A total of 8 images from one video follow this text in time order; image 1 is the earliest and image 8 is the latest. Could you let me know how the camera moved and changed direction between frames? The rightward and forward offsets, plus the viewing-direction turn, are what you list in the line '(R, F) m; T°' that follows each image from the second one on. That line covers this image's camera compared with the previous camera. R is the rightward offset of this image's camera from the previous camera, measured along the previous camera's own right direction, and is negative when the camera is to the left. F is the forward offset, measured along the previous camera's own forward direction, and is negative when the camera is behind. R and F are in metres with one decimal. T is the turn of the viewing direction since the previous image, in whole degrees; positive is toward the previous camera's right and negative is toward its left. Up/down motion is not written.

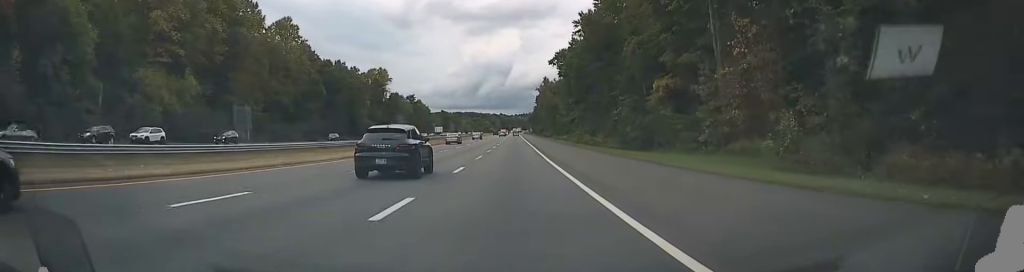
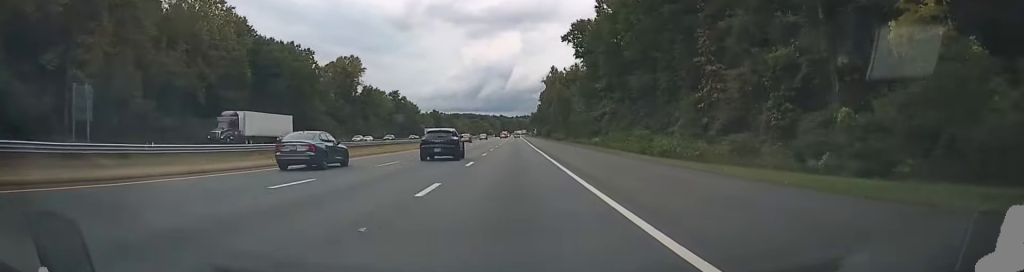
(-0.3, +48.7) m; 0°
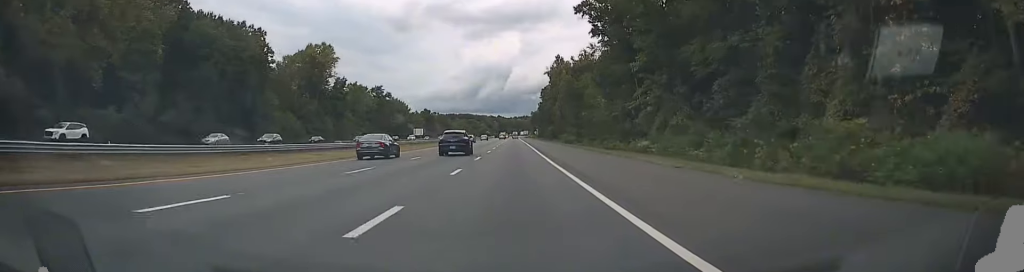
(+0.3, +29.8) m; 0°
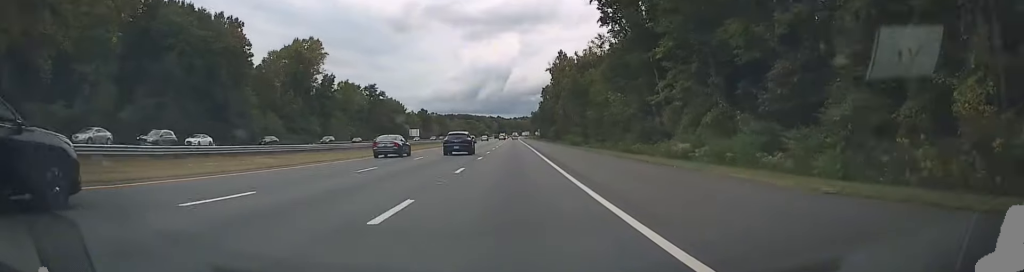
(0.0, +9.4) m; 0°
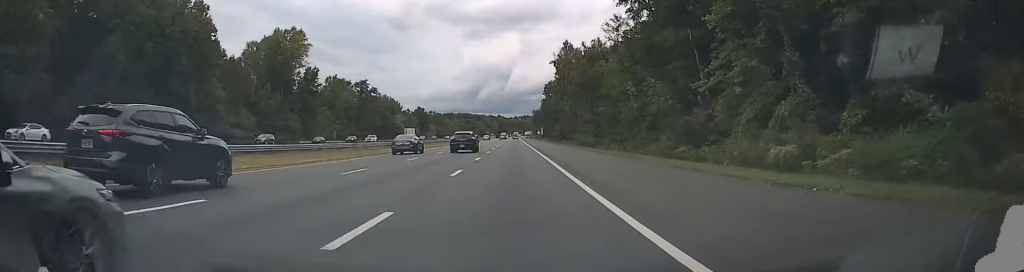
(+0.1, +12.5) m; 0°
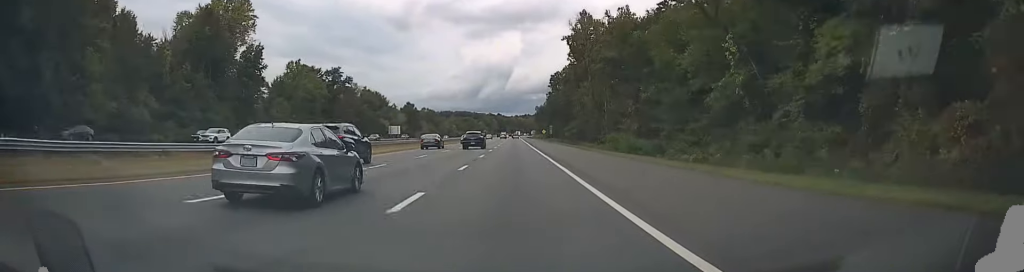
(-0.2, +29.8) m; 0°
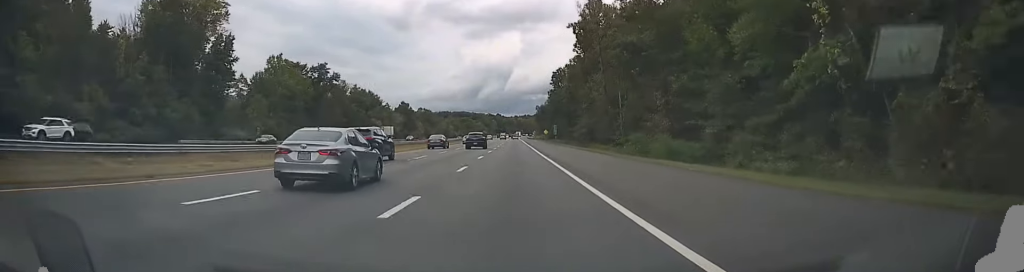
(+0.1, +12.1) m; 0°
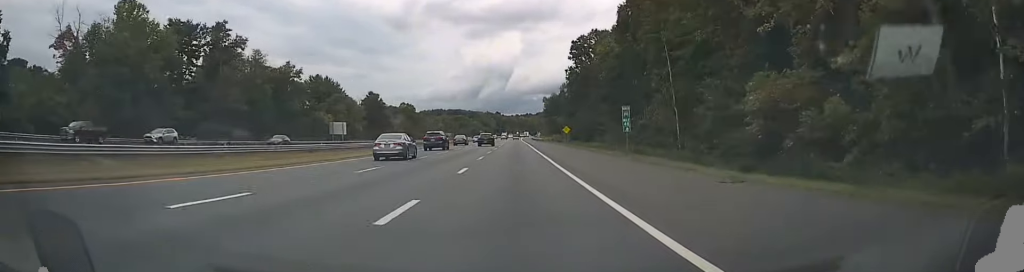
(+0.1, +59.7) m; 0°
